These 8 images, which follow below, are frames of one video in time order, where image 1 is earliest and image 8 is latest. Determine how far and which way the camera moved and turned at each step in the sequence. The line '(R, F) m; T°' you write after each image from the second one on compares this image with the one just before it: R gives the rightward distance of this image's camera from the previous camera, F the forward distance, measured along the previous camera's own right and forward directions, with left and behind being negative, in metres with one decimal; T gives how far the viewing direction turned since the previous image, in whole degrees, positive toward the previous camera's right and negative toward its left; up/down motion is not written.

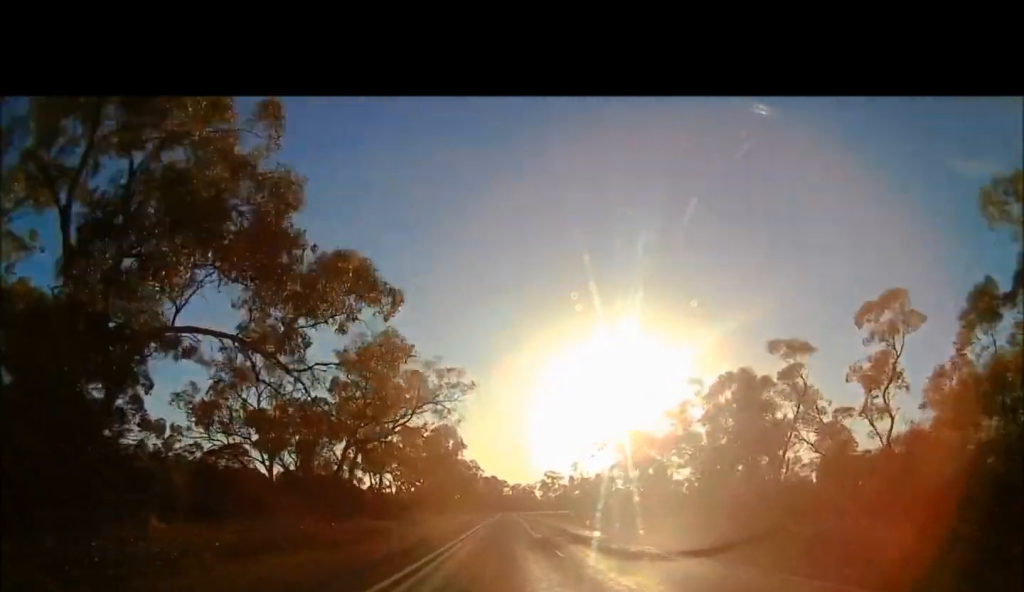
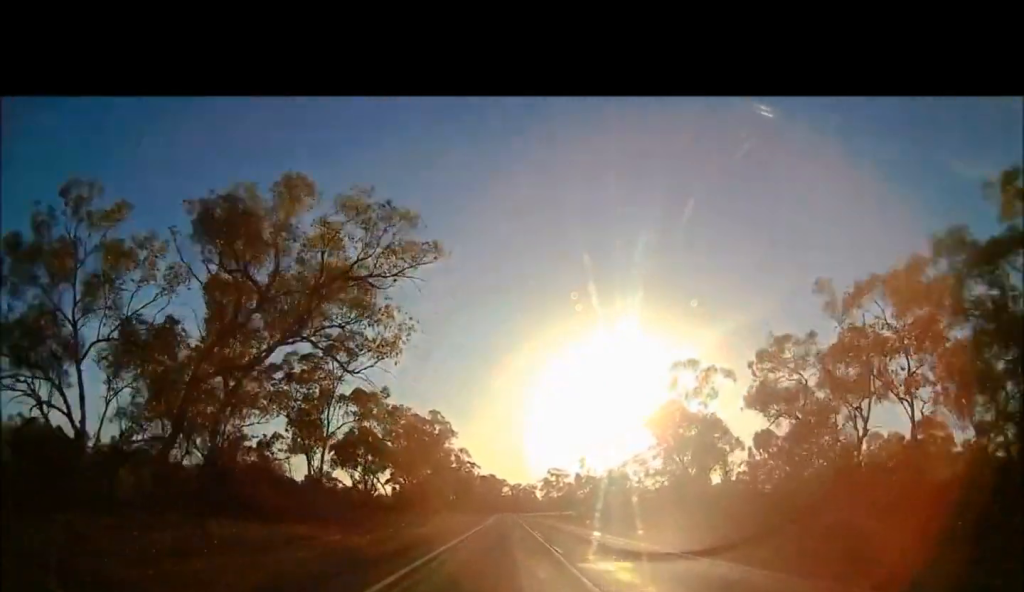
(0.0, +22.3) m; 0°
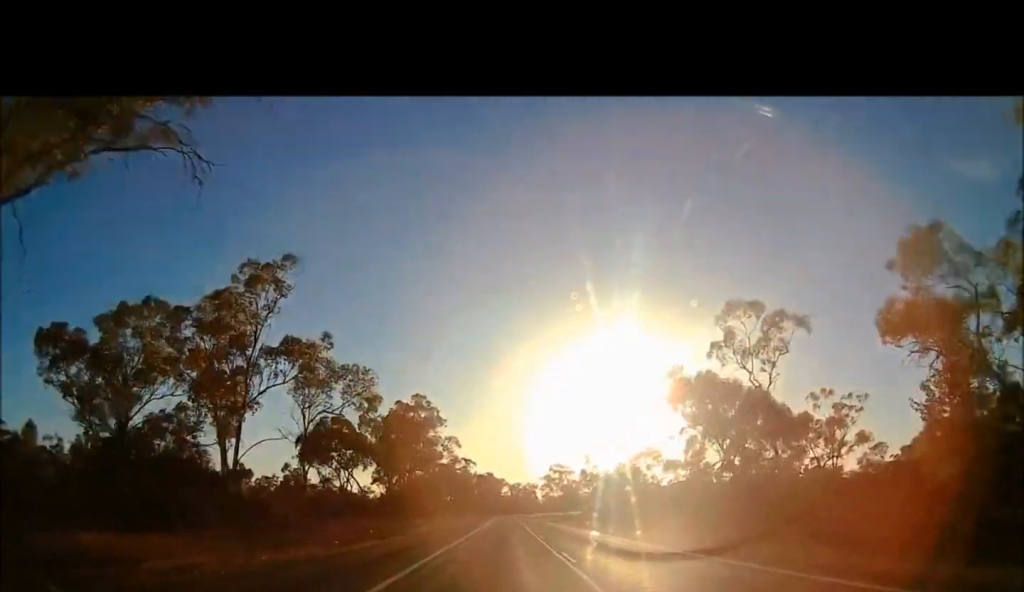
(0.0, +15.6) m; 0°
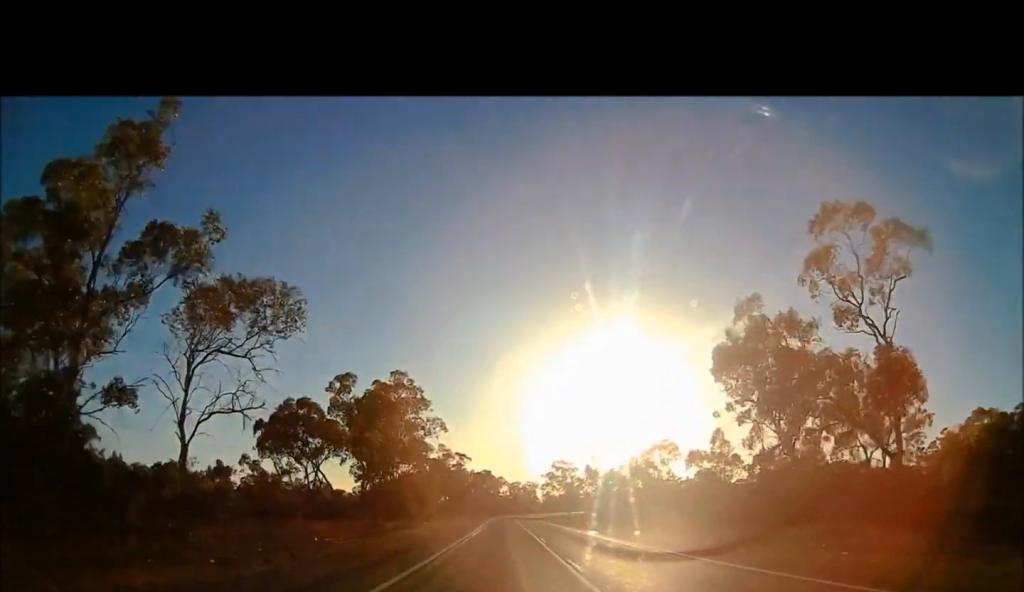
(0.0, +14.5) m; 0°
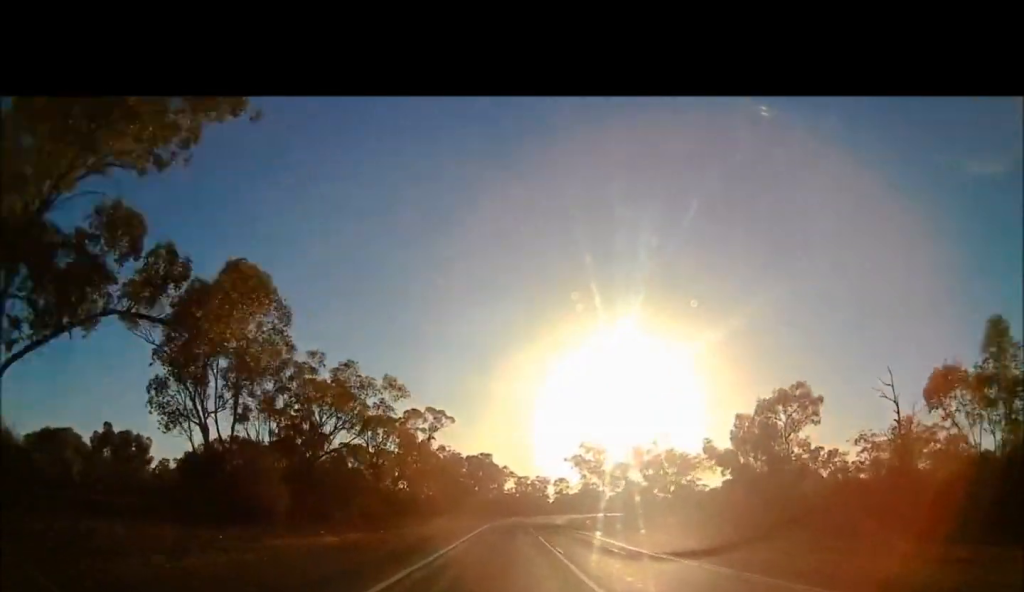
(0.0, +54.7) m; 0°
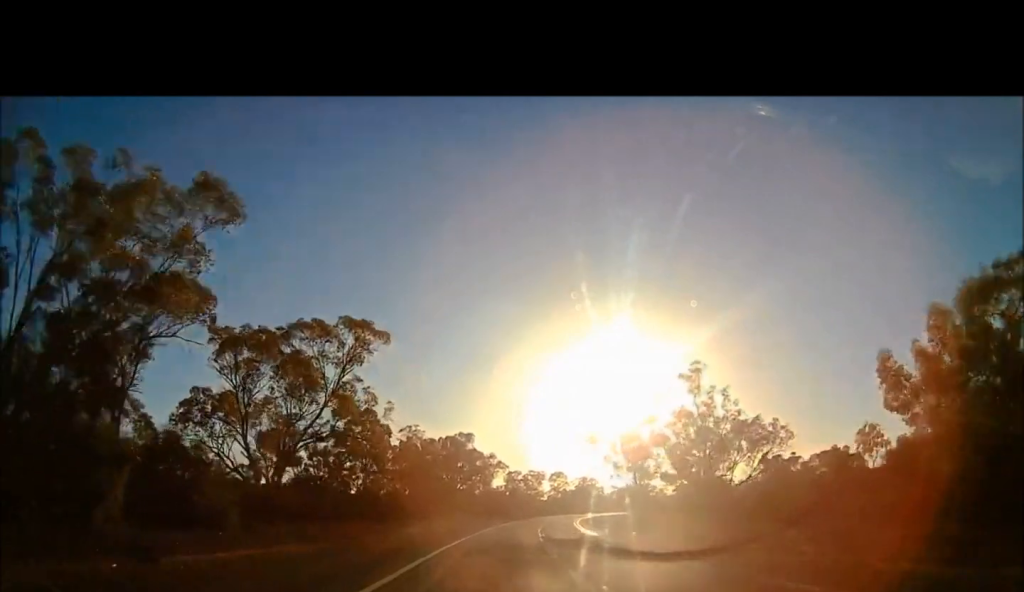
(0.0, +34.9) m; 0°
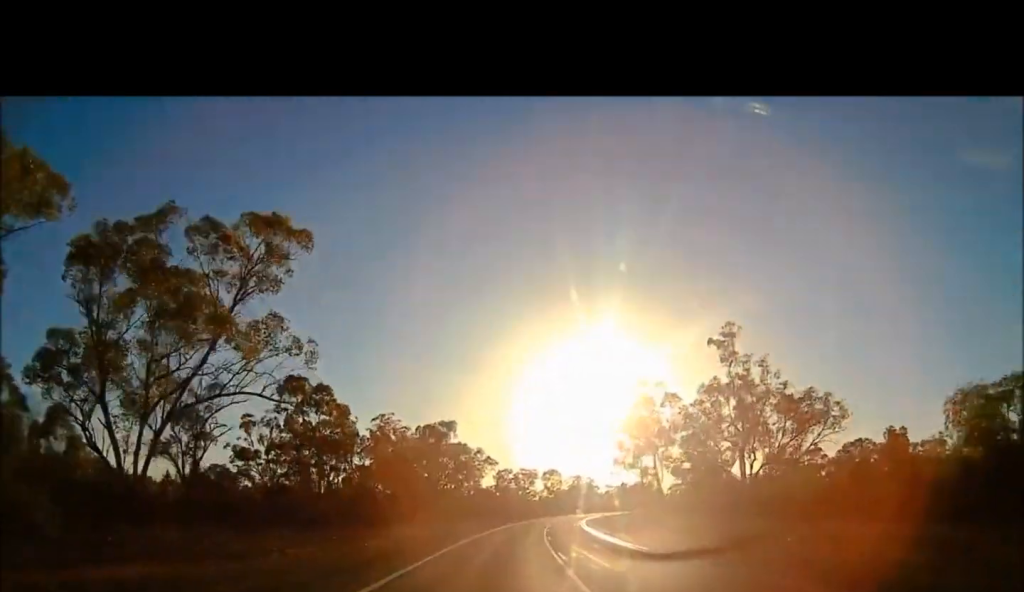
(0.0, +14.4) m; +2°
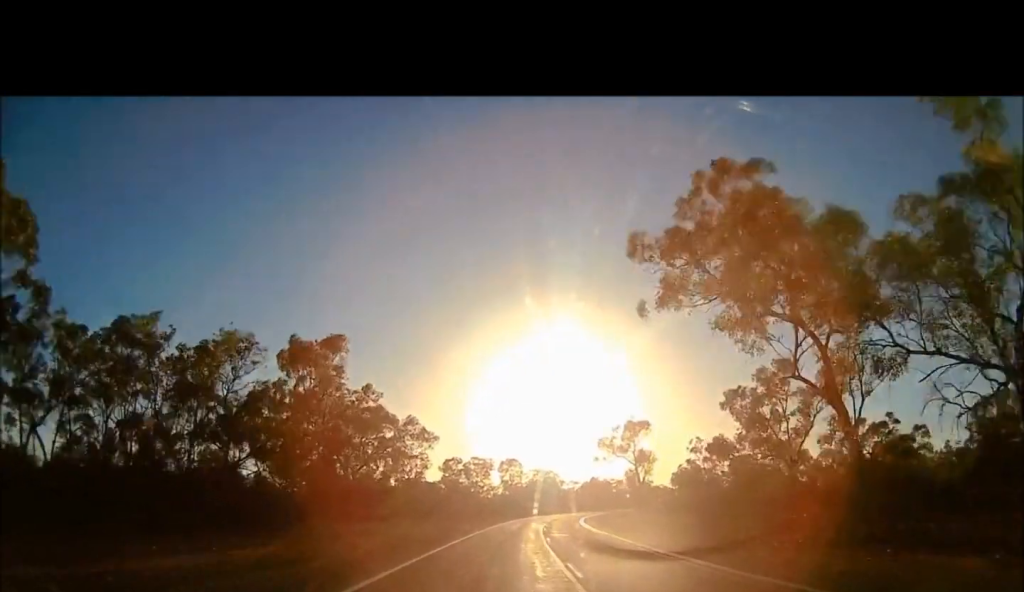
(+1.9, +38.4) m; +5°
